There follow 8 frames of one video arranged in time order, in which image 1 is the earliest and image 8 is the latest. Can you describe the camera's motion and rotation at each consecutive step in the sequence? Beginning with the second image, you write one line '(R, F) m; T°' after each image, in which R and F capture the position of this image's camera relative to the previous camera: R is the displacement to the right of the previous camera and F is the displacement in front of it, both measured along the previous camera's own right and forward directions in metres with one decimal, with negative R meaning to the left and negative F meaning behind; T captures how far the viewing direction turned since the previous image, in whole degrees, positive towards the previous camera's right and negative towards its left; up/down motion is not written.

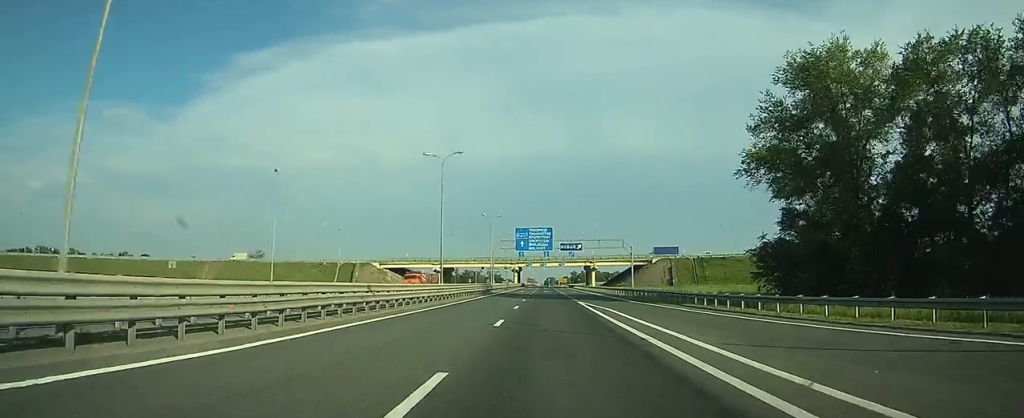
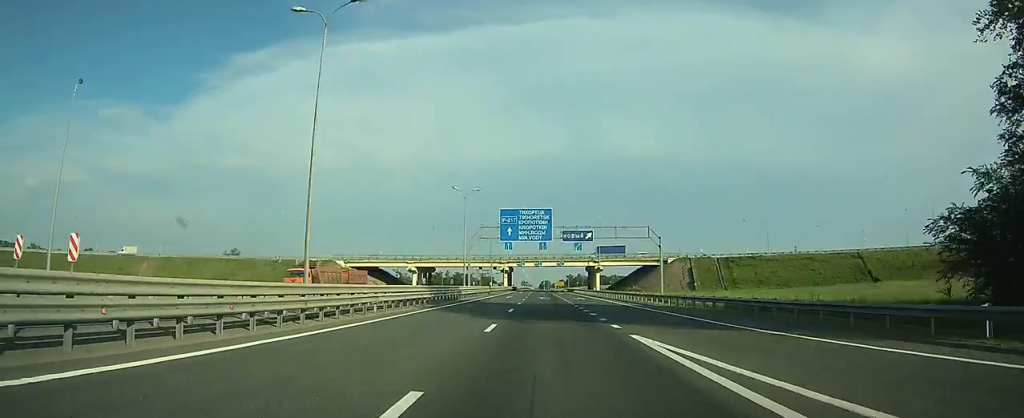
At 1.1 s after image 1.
(0.0, +25.0) m; 0°
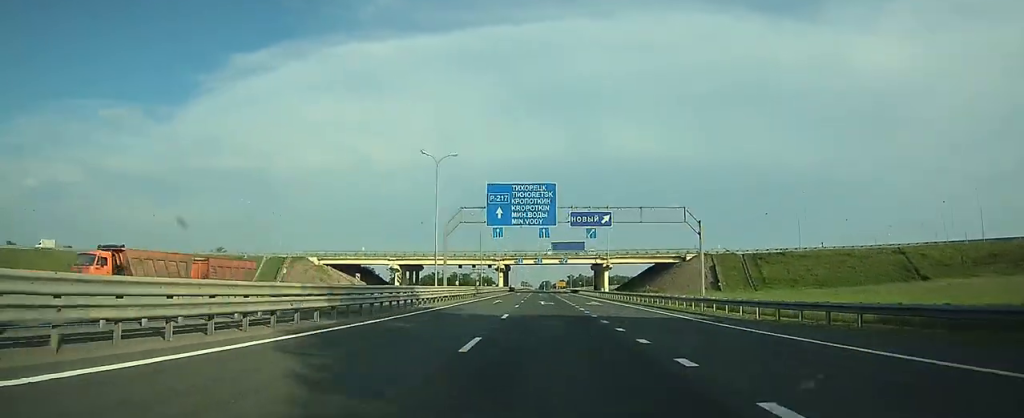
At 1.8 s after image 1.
(-0.1, +16.4) m; 0°
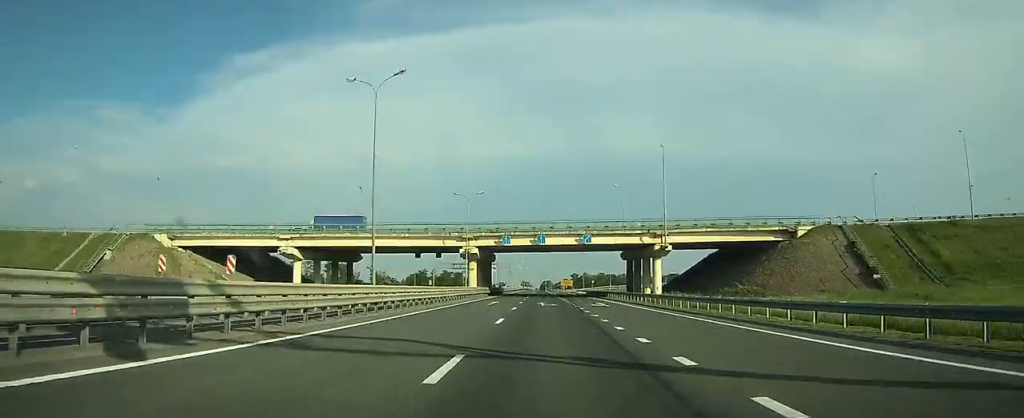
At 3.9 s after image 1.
(+0.1, +50.7) m; 0°
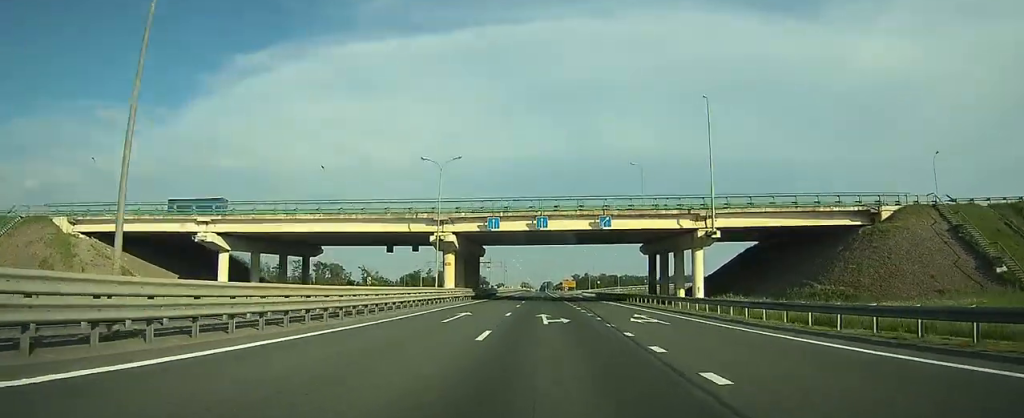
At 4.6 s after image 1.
(0.0, +17.5) m; 0°
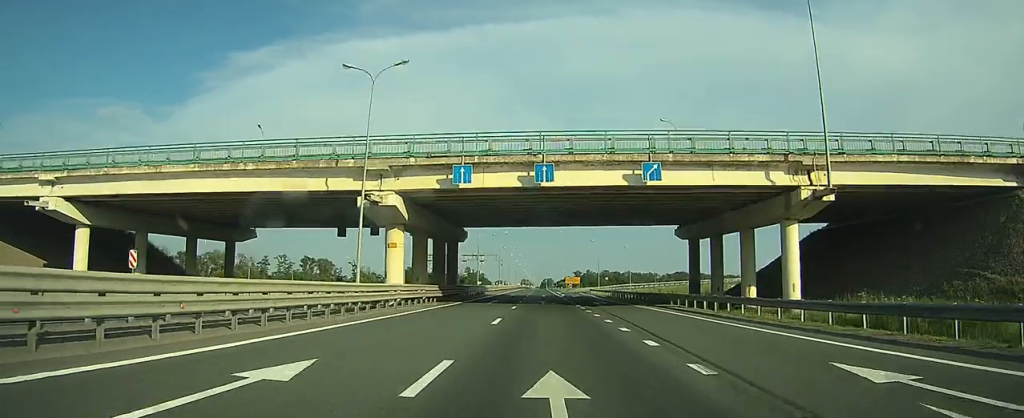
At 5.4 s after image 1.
(0.0, +19.2) m; 0°
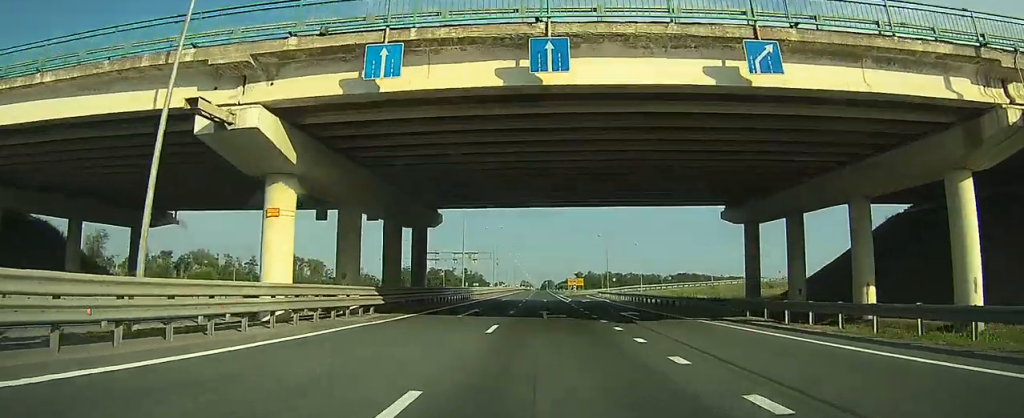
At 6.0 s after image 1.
(0.0, +14.4) m; 0°
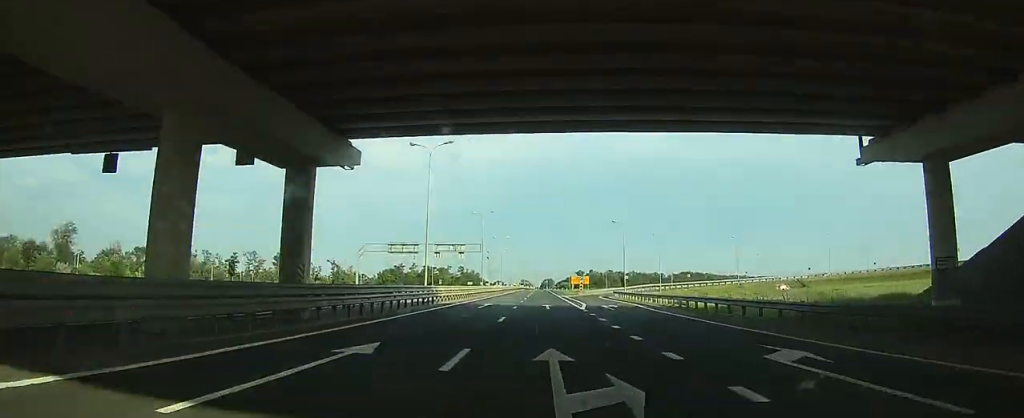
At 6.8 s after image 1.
(0.0, +19.2) m; 0°
